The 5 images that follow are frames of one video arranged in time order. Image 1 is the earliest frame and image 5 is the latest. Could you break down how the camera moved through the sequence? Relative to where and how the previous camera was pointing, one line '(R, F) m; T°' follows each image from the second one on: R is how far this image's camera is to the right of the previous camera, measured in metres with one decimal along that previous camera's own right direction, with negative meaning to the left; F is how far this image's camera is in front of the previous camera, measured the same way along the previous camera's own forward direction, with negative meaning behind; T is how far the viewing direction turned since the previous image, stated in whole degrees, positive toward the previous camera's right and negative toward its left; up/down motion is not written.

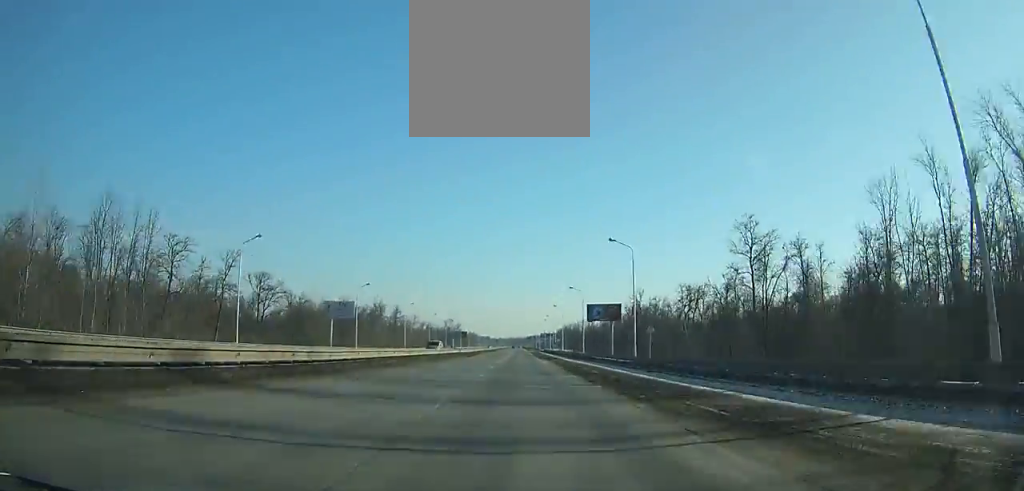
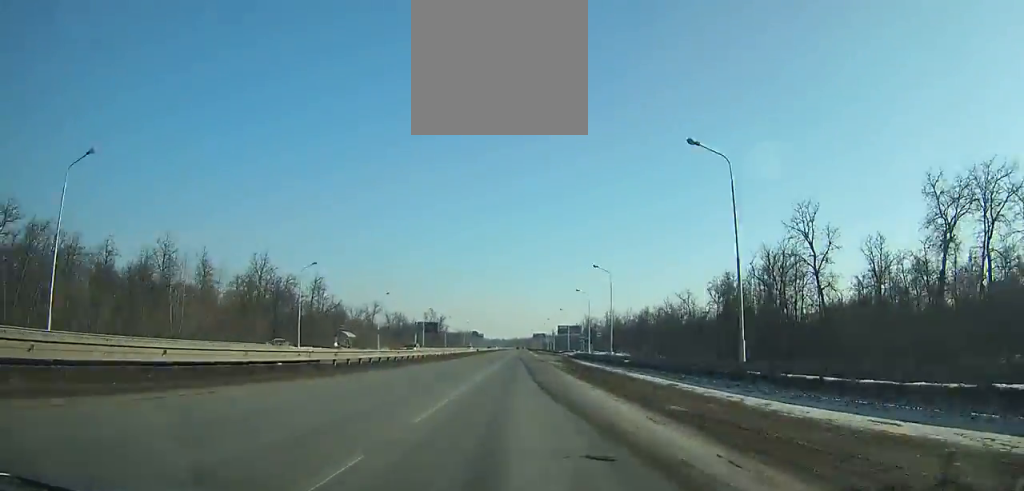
(-0.5, +103.9) m; 0°
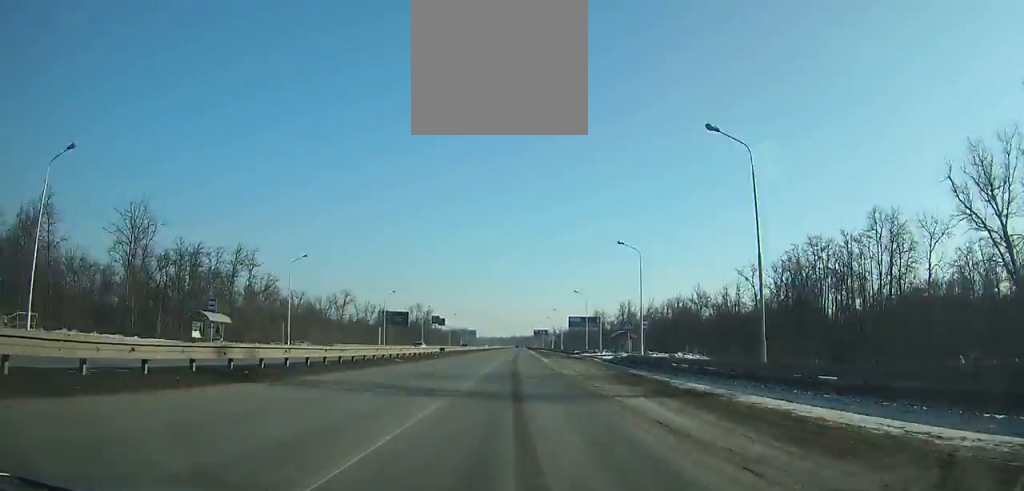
(0.0, +41.3) m; 0°
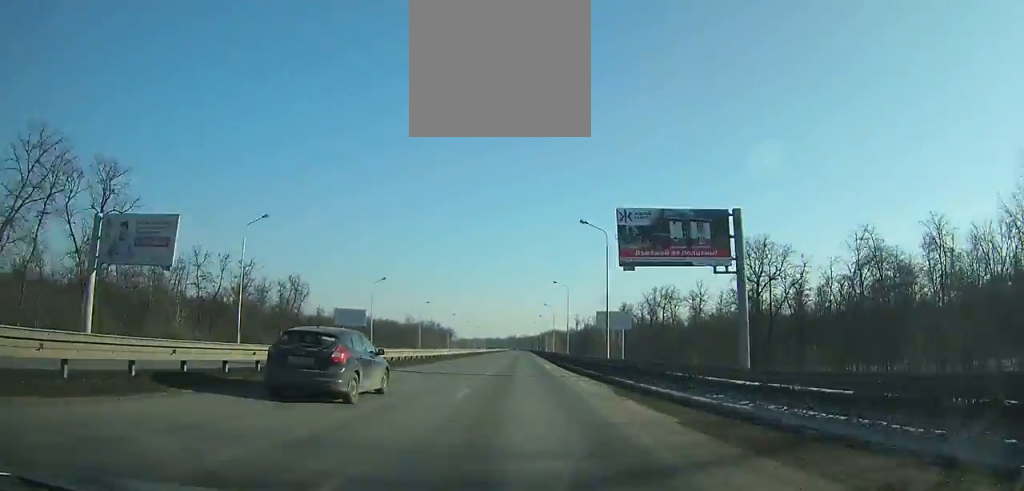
(0.0, +222.4) m; 0°
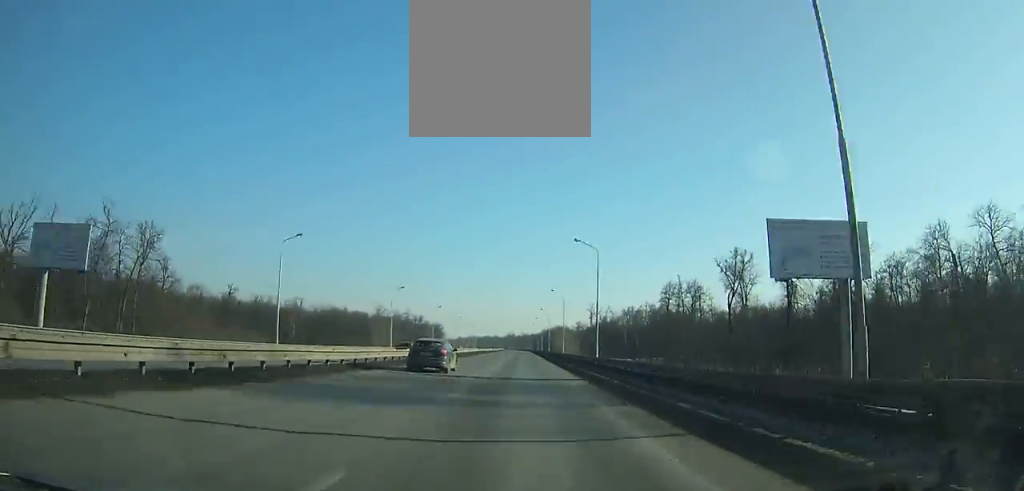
(0.0, +71.6) m; 0°
